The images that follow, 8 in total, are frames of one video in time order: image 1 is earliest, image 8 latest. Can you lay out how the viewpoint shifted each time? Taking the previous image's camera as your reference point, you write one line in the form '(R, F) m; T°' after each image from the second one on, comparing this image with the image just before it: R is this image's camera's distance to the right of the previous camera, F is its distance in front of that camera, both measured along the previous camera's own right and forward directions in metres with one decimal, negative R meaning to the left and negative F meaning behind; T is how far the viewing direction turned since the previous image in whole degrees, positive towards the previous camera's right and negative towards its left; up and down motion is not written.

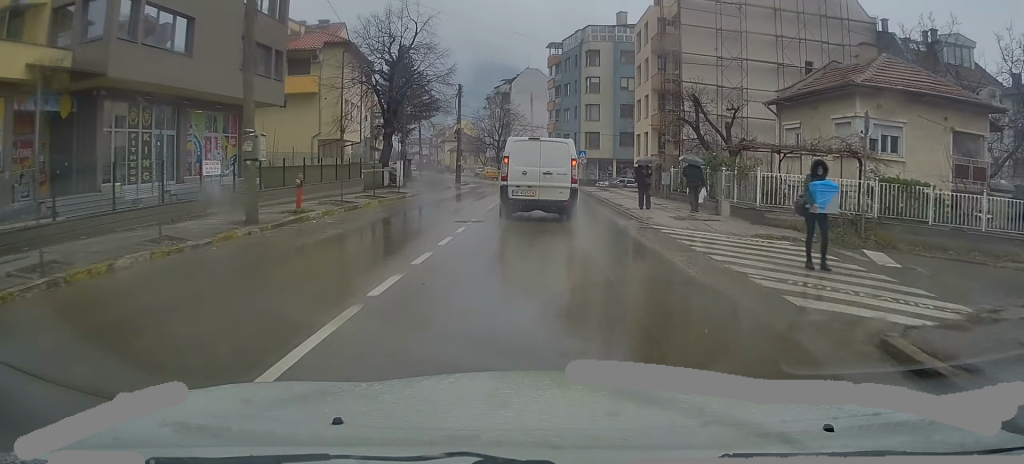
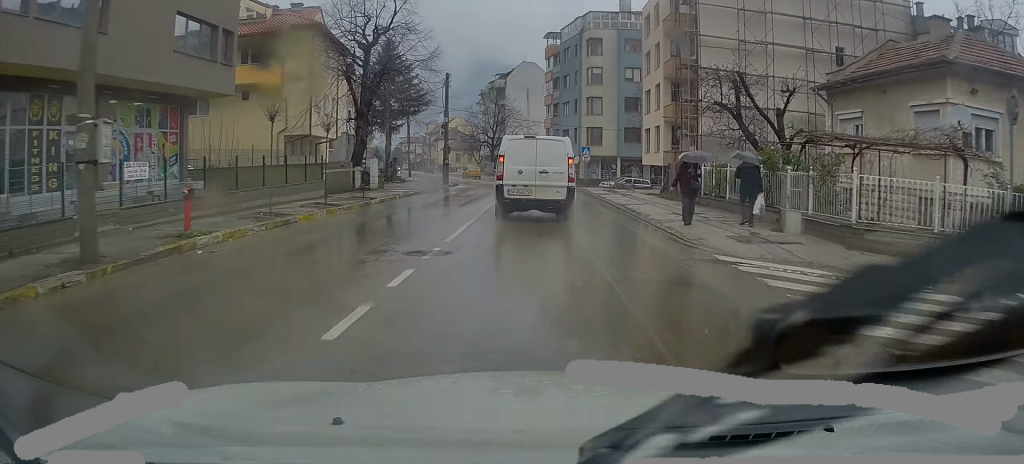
(+0.5, +5.6) m; 0°
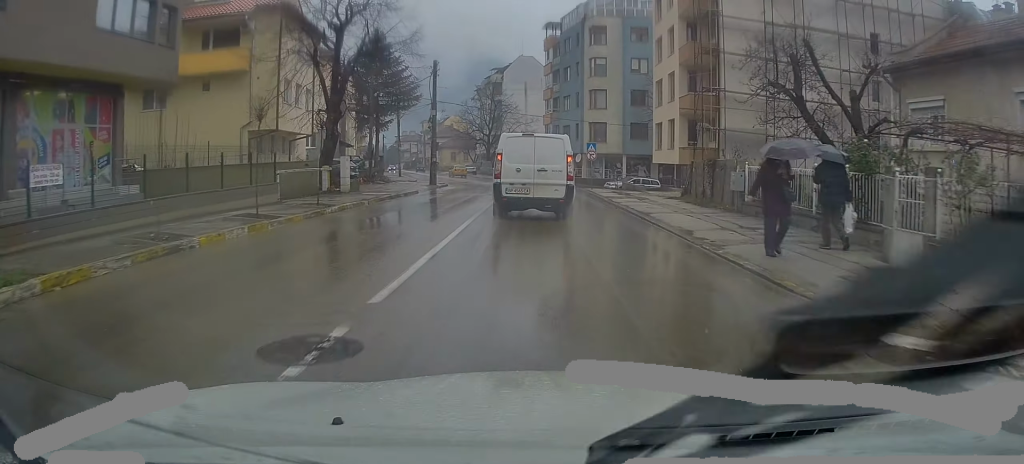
(+0.3, +4.9) m; 0°
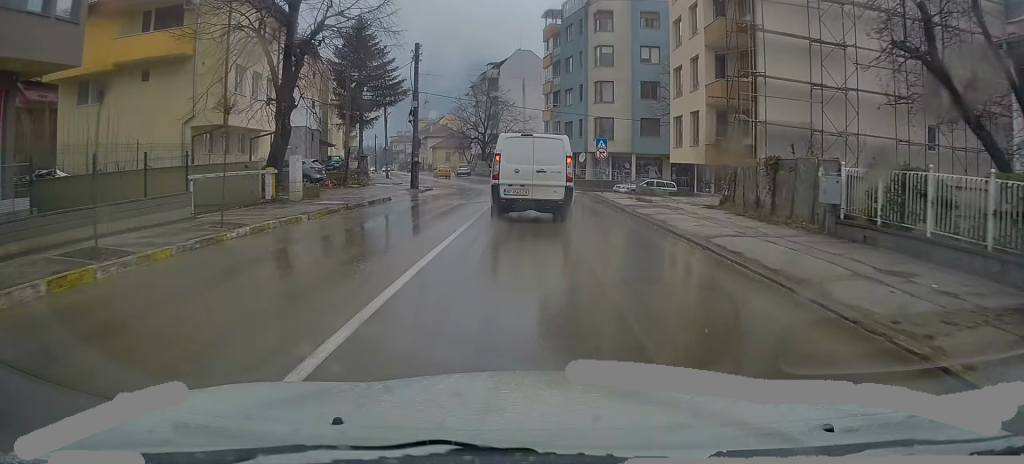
(-0.5, +5.9) m; -3°
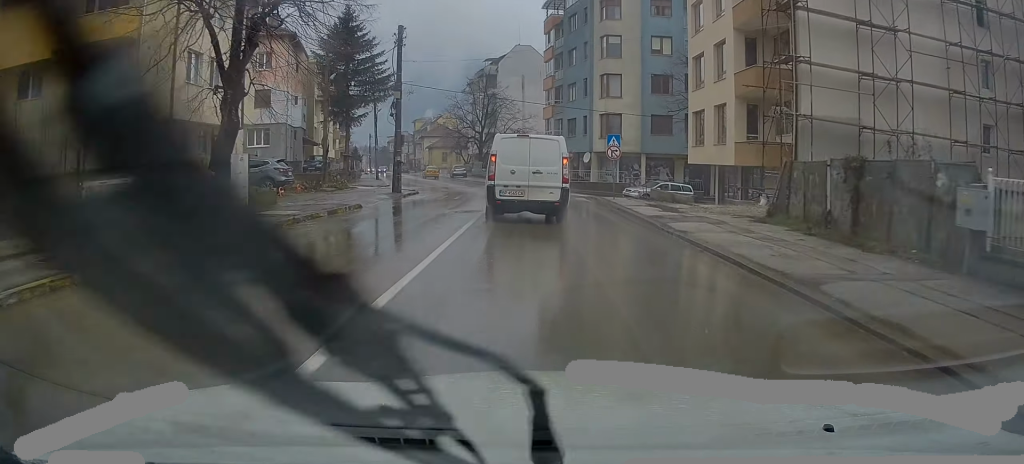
(-0.1, +4.5) m; -2°
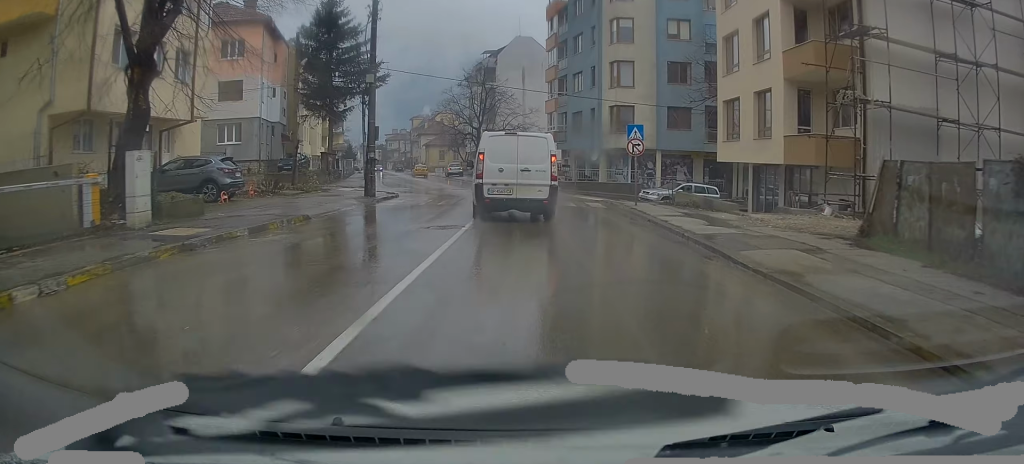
(0.0, +5.2) m; 0°
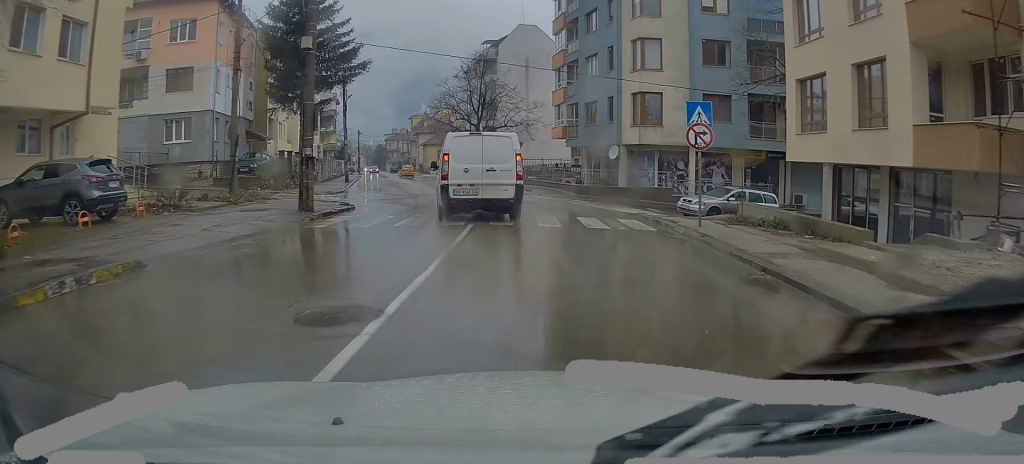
(0.0, +7.6) m; -1°
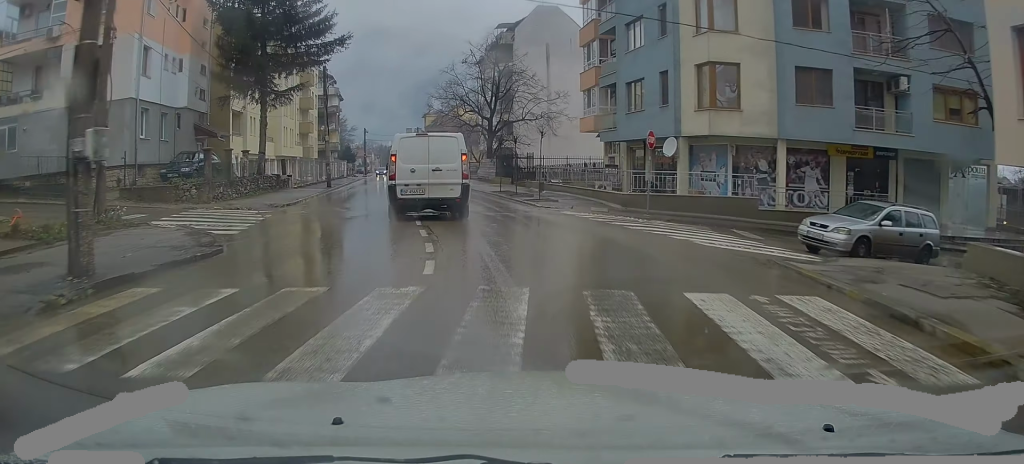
(-0.1, +9.8) m; -2°
